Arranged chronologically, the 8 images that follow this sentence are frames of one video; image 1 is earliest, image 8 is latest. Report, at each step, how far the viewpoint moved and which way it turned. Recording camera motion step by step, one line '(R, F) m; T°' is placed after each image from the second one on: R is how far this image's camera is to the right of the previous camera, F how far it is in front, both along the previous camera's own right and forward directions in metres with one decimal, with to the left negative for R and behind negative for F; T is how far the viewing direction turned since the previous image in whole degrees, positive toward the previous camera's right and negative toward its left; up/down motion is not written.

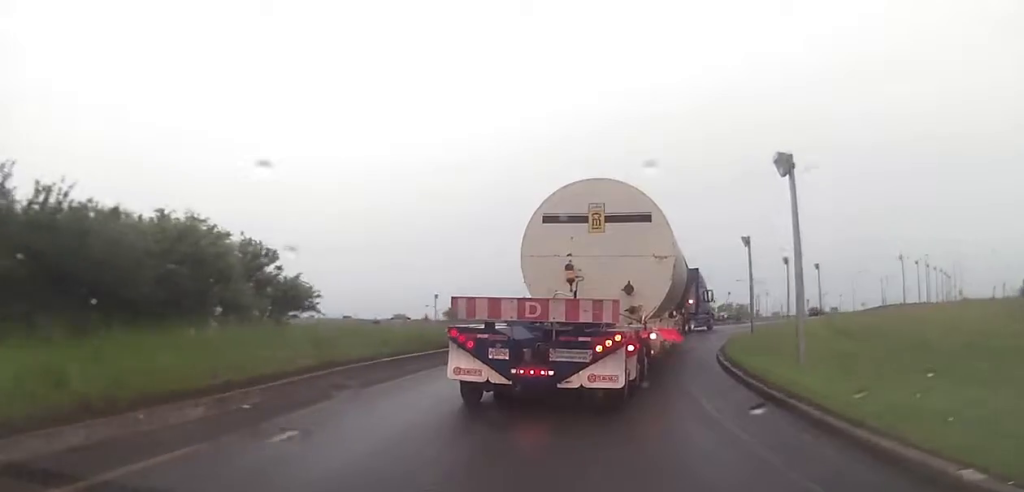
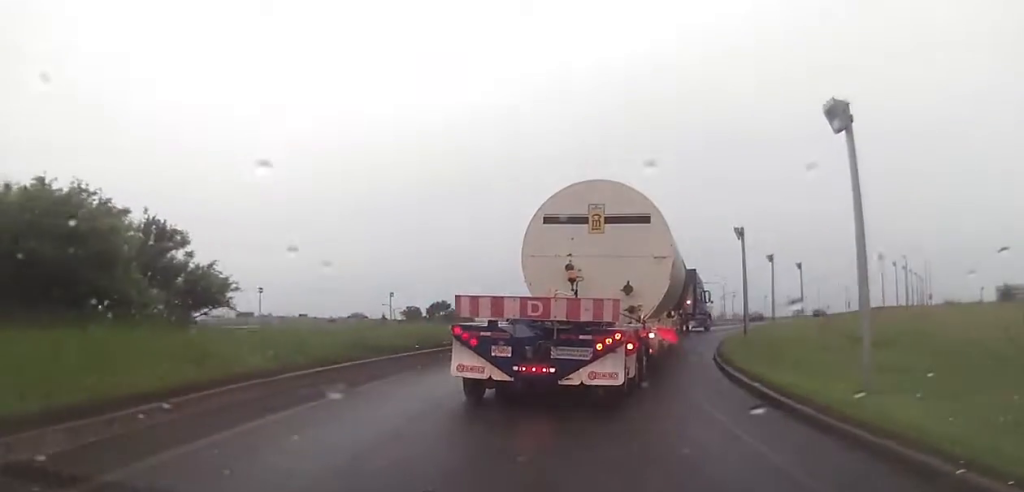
(+0.2, +4.0) m; +4°
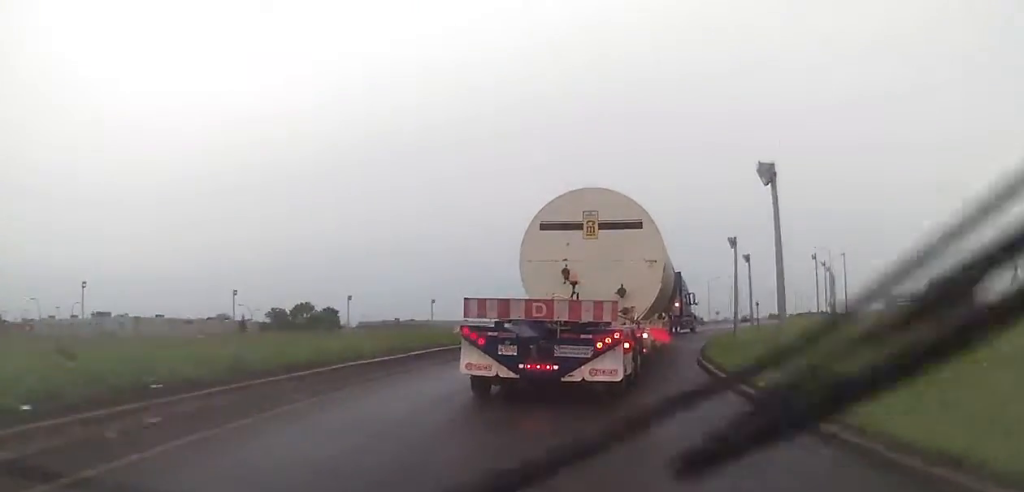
(+1.5, +13.0) m; +10°
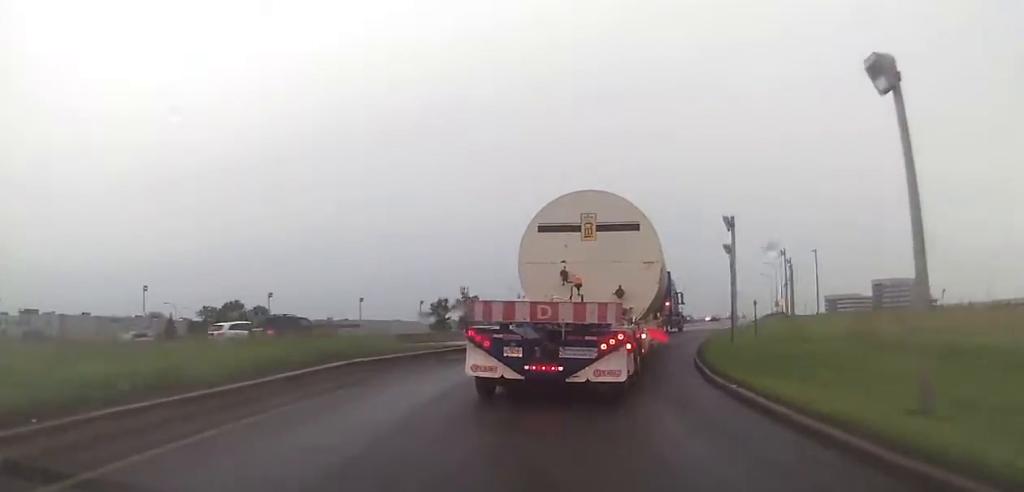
(+0.3, +7.1) m; +4°
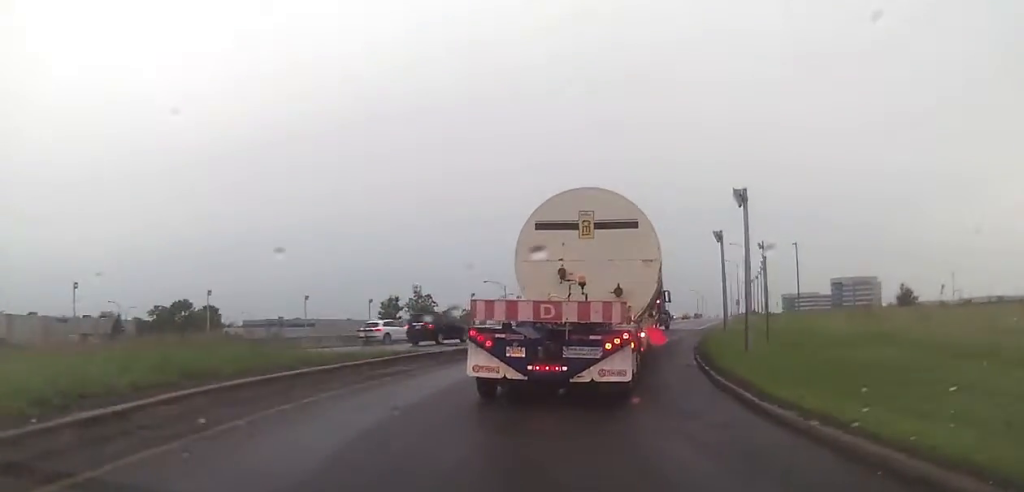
(0.0, +5.2) m; +3°
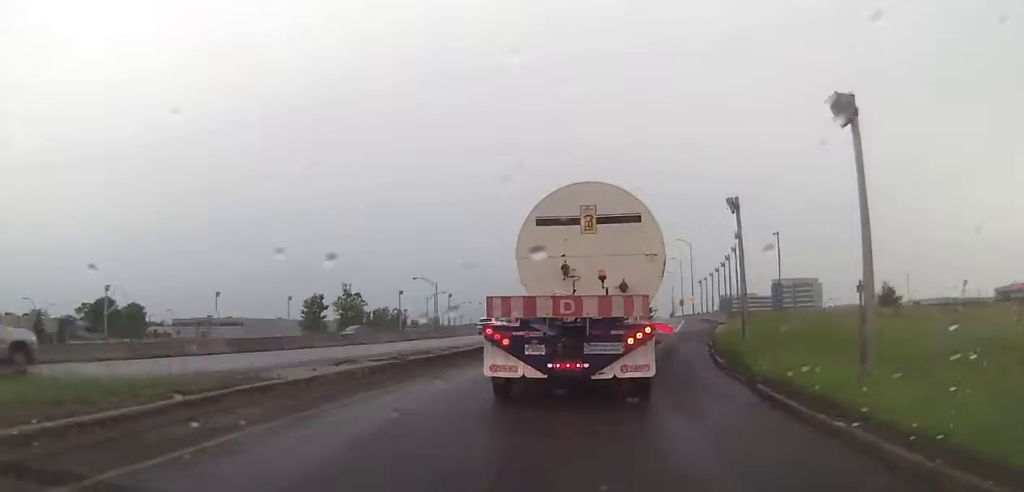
(+0.6, +8.9) m; +8°
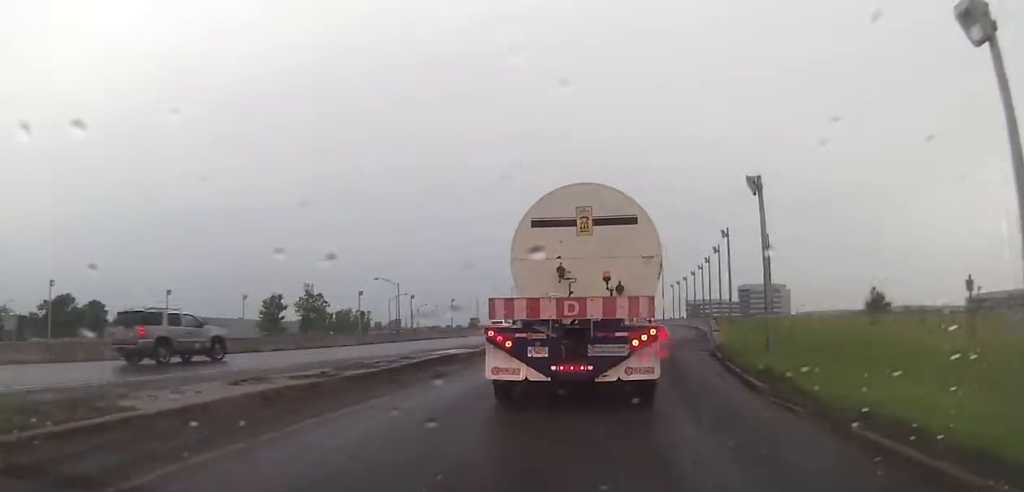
(+0.2, +4.3) m; +2°
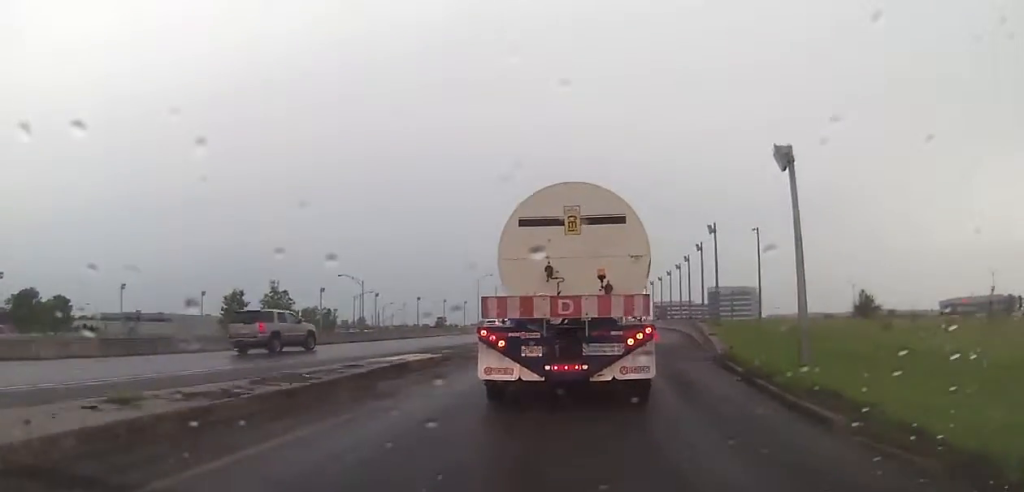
(+0.1, +3.5) m; +1°
